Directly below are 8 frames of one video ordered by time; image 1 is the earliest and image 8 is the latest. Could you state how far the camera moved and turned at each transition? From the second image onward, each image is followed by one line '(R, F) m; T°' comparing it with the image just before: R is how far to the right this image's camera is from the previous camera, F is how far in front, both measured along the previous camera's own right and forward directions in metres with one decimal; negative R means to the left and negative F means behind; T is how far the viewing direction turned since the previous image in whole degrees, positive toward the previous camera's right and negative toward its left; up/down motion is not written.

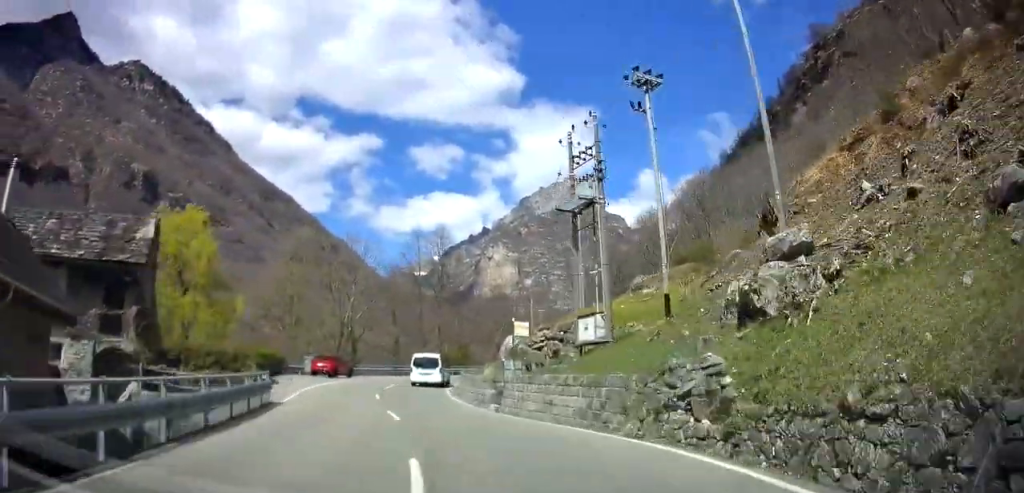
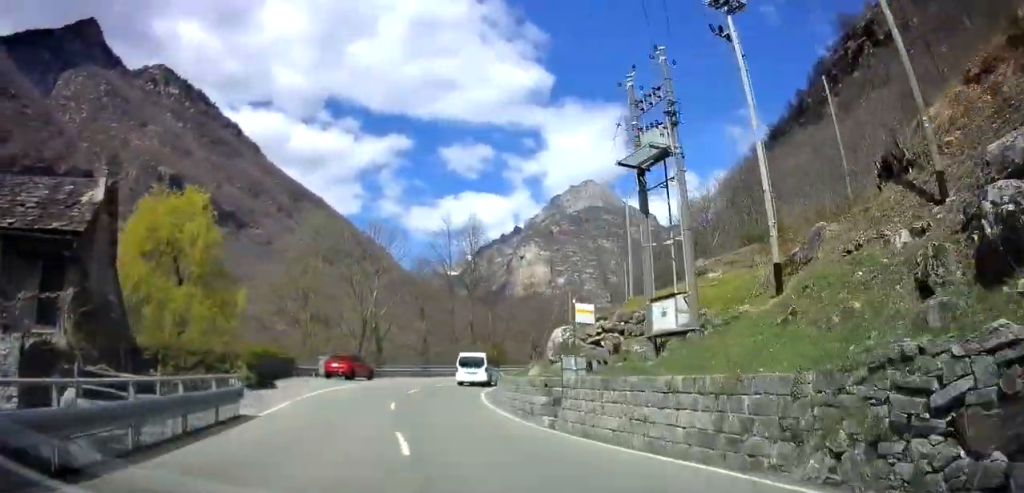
(-0.4, +5.7) m; -2°
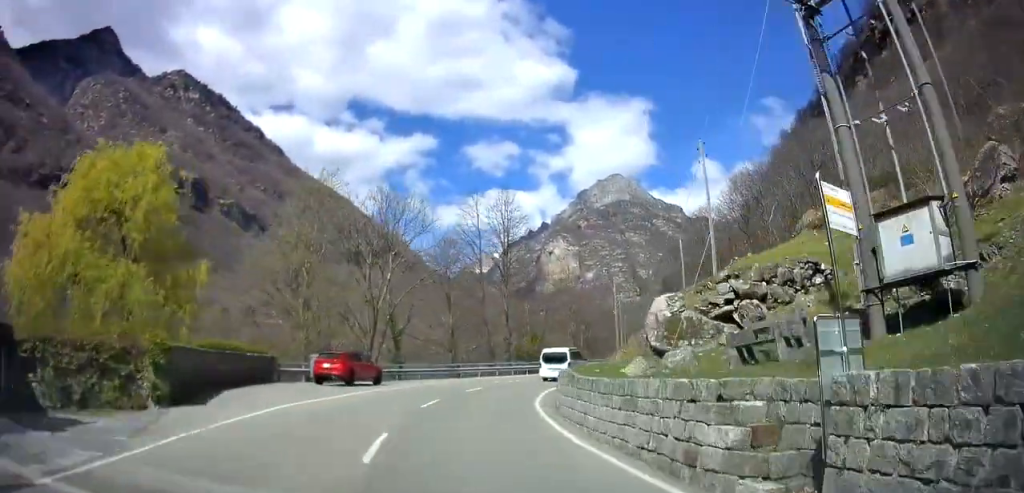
(-0.3, +9.7) m; -1°
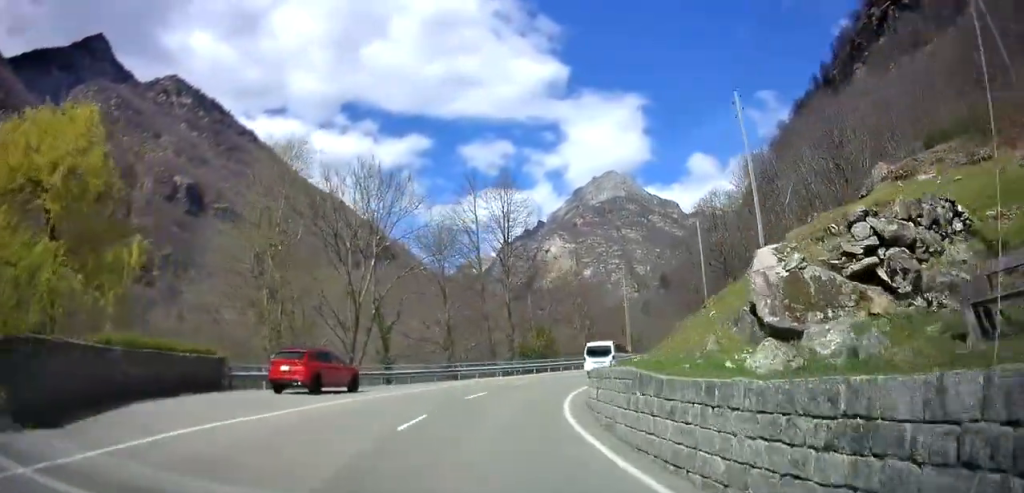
(-0.1, +5.7) m; +1°
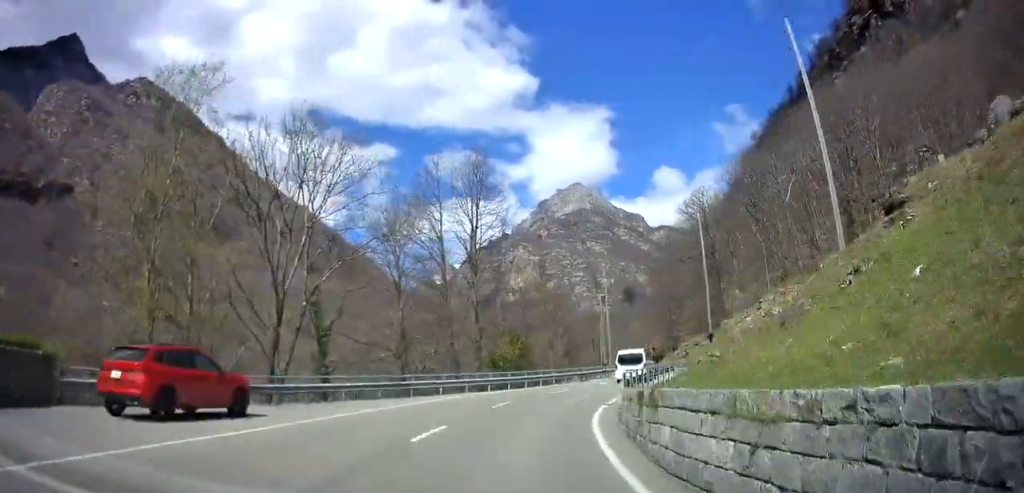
(+0.2, +8.6) m; +4°
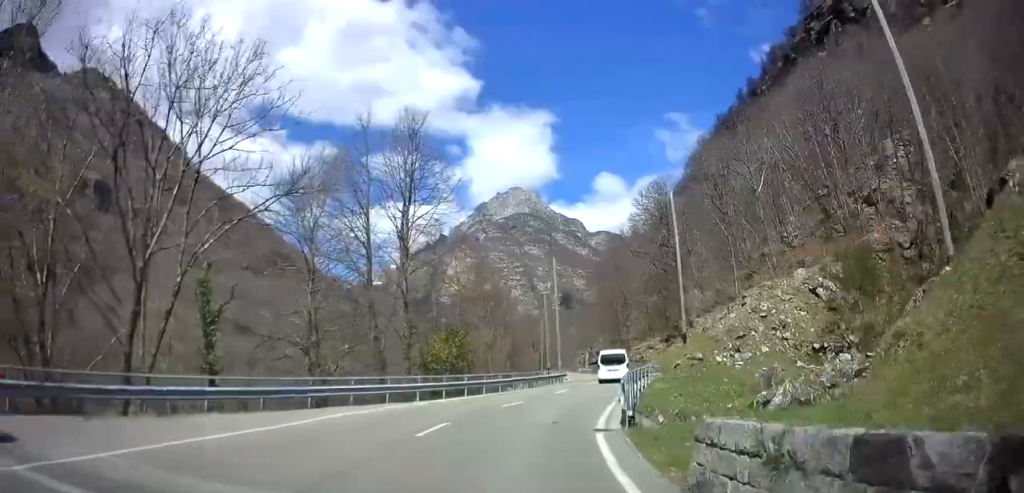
(0.0, +7.0) m; +4°
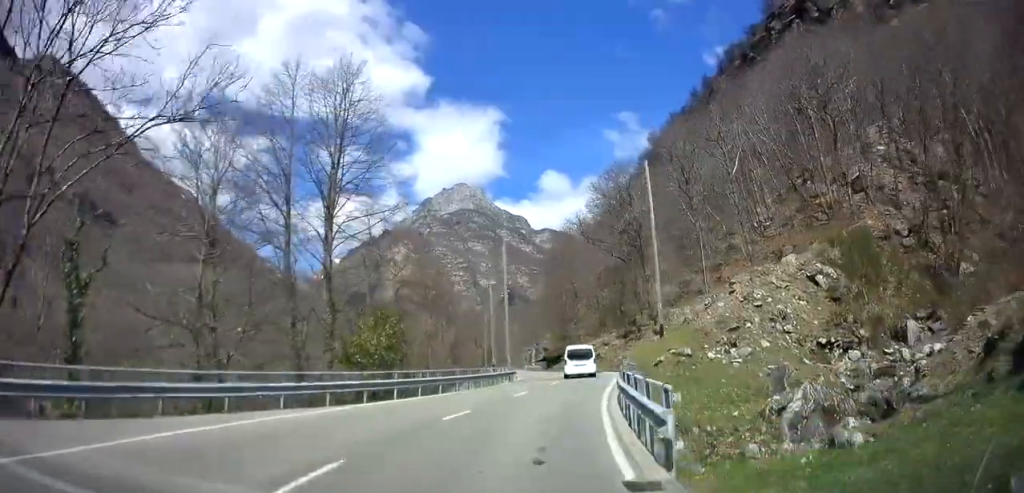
(+0.4, +6.4) m; +4°
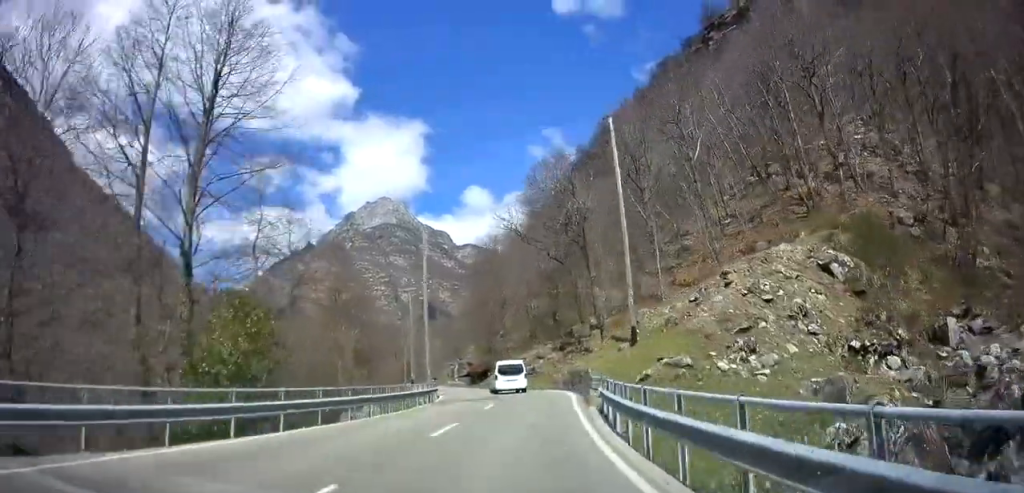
(+0.2, +7.9) m; +5°
